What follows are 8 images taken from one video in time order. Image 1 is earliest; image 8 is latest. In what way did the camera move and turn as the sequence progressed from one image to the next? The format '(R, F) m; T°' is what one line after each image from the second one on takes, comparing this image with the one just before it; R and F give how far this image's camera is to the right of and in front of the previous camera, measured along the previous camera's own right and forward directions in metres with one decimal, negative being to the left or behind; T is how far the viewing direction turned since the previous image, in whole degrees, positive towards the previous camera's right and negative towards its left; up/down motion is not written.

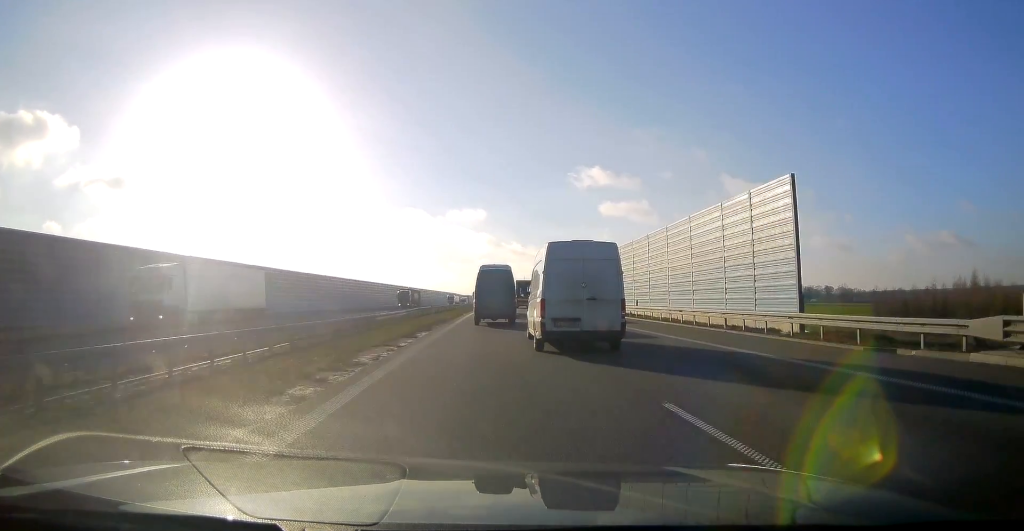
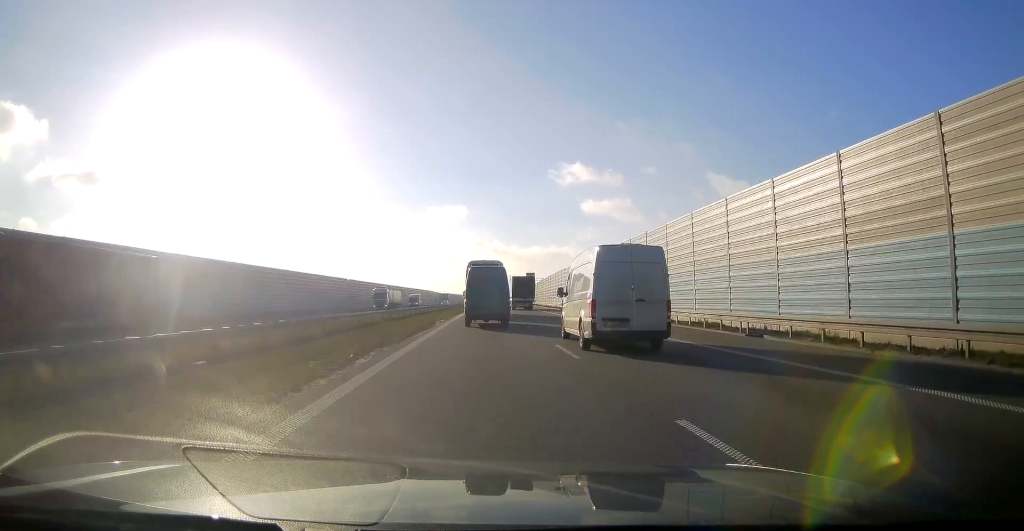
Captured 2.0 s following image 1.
(+1.3, +61.1) m; +2°
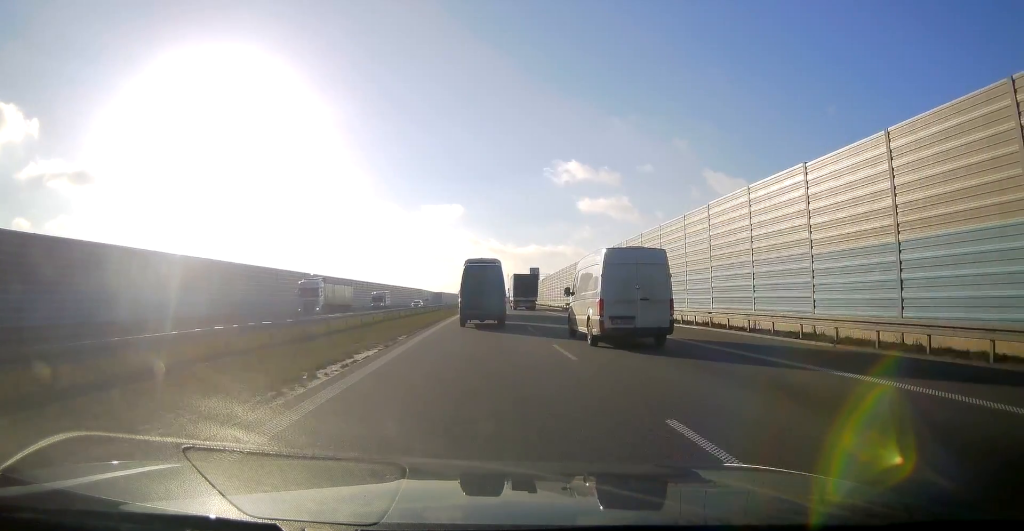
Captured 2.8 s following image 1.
(+0.1, +23.4) m; 0°
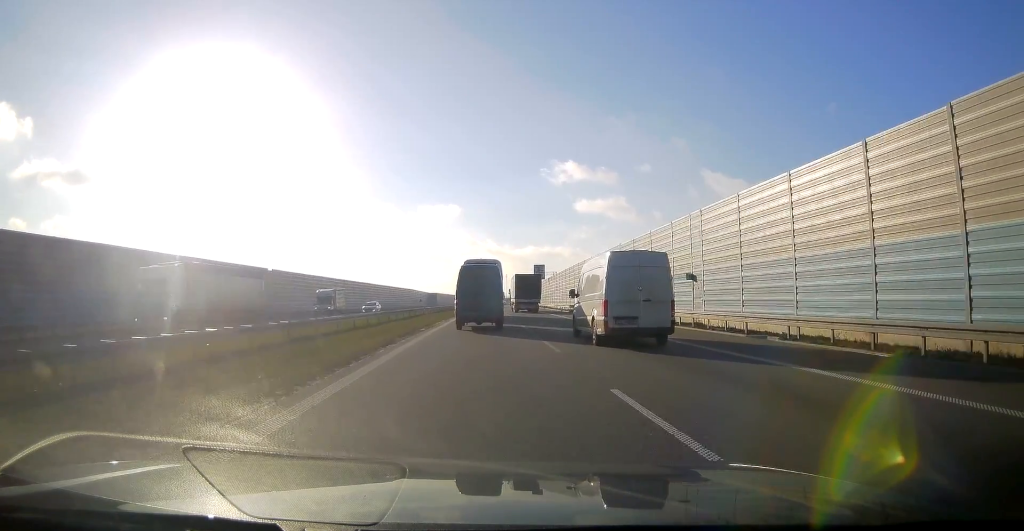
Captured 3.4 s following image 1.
(-0.2, +17.9) m; 0°
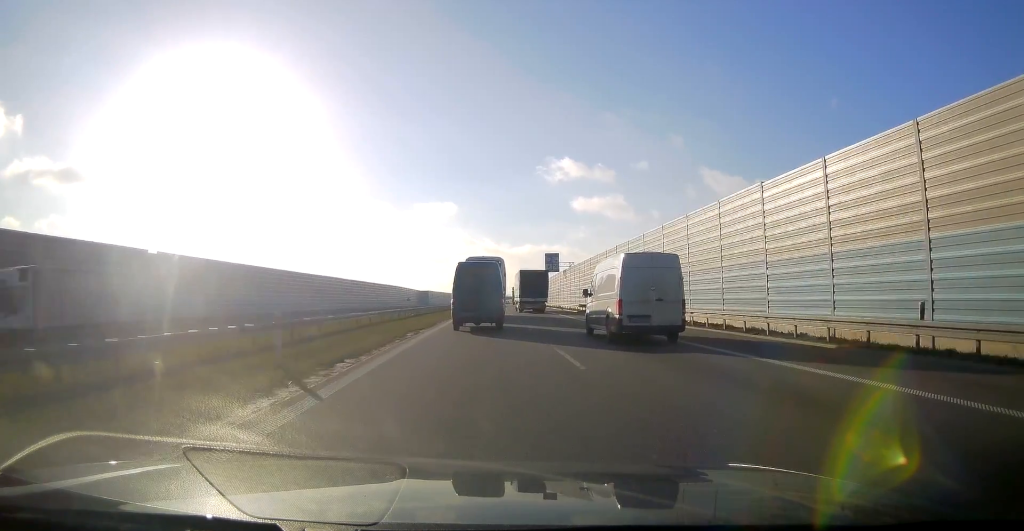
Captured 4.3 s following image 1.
(+0.3, +27.3) m; +1°
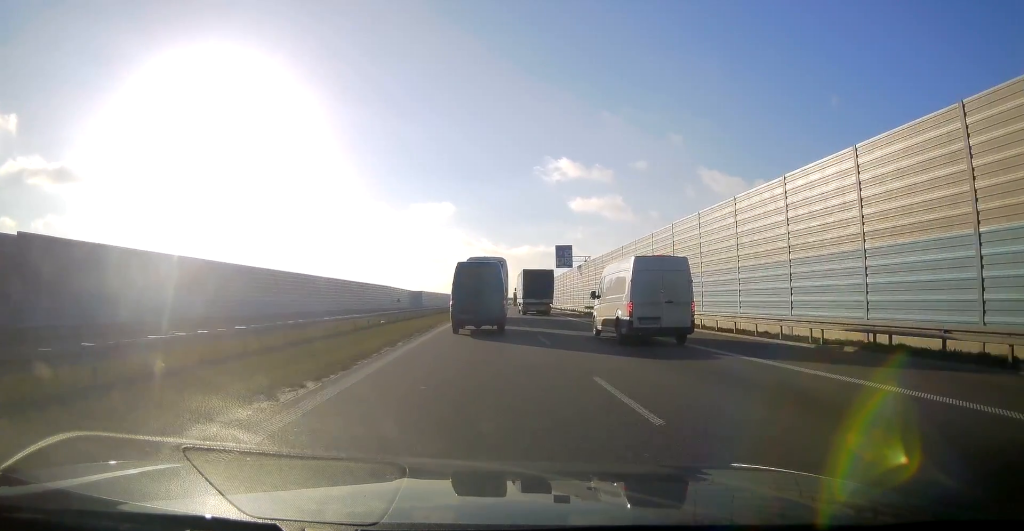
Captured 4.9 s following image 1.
(+0.1, +17.3) m; 0°
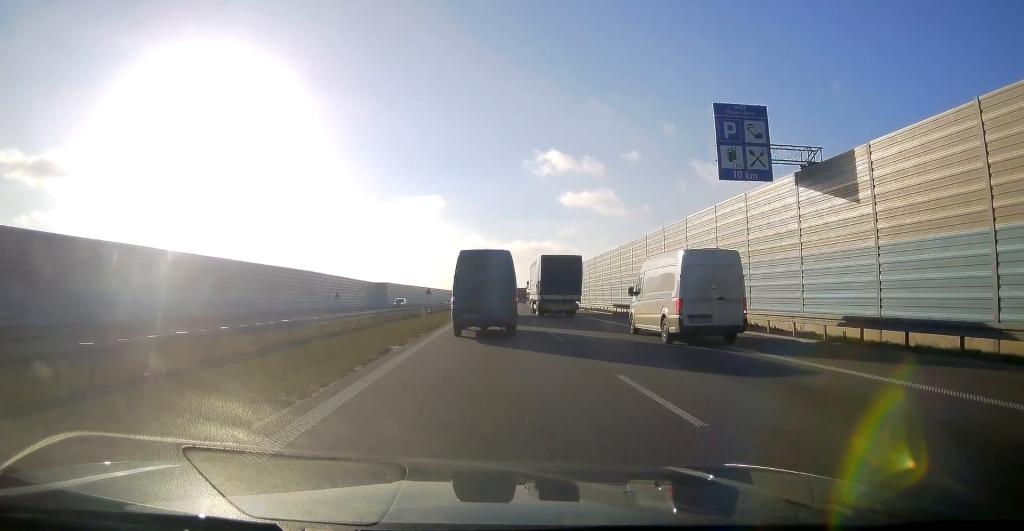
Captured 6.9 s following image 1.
(-0.4, +60.0) m; 0°
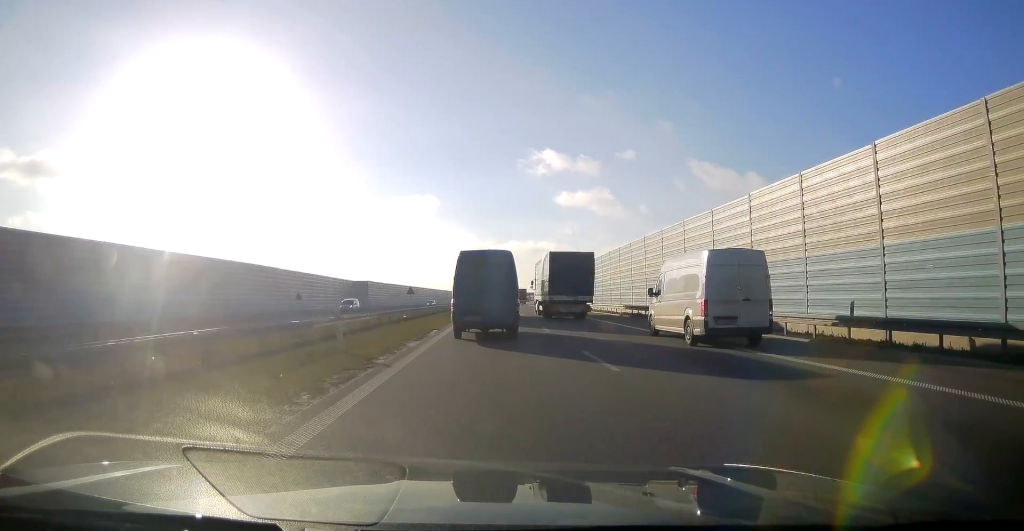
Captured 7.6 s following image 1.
(-0.1, +18.8) m; +1°
